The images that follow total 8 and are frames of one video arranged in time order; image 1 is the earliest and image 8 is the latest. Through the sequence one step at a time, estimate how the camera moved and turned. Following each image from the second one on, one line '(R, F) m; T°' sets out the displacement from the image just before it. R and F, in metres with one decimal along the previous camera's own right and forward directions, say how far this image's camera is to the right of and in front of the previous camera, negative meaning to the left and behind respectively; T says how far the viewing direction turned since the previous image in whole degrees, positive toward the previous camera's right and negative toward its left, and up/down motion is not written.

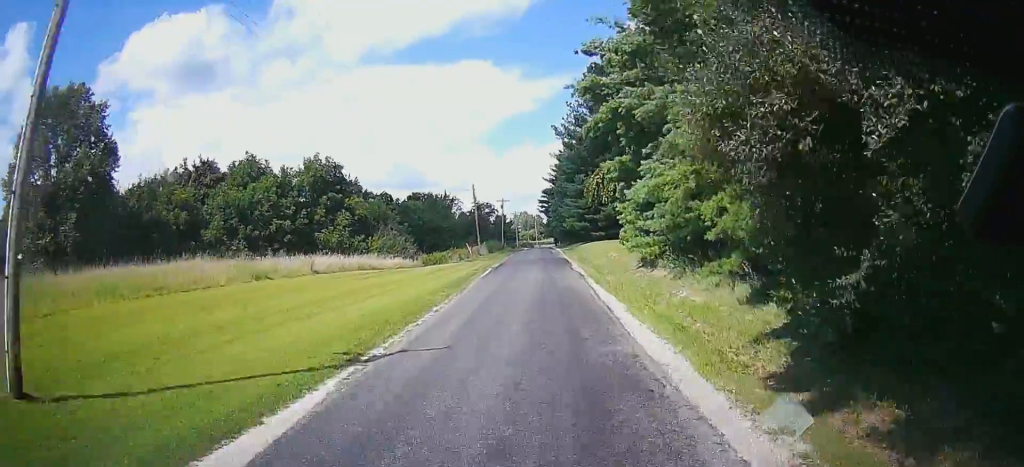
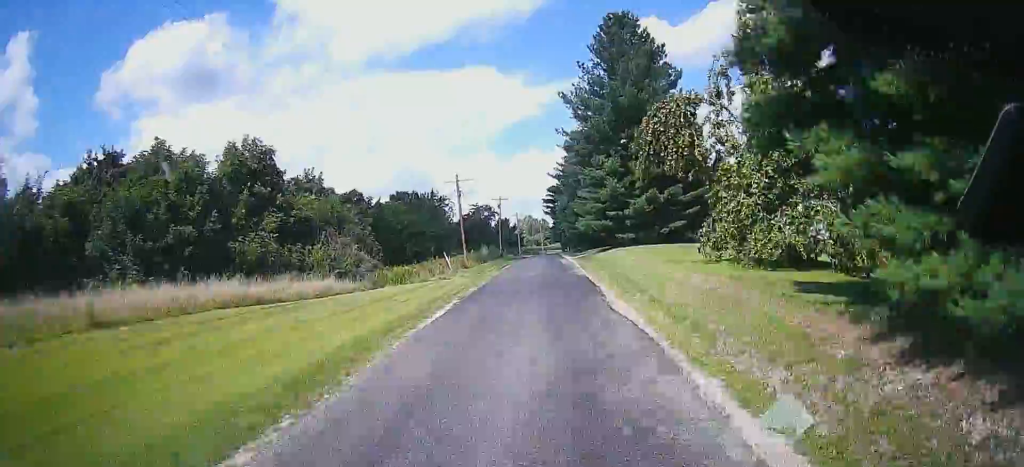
(0.0, +18.5) m; 0°
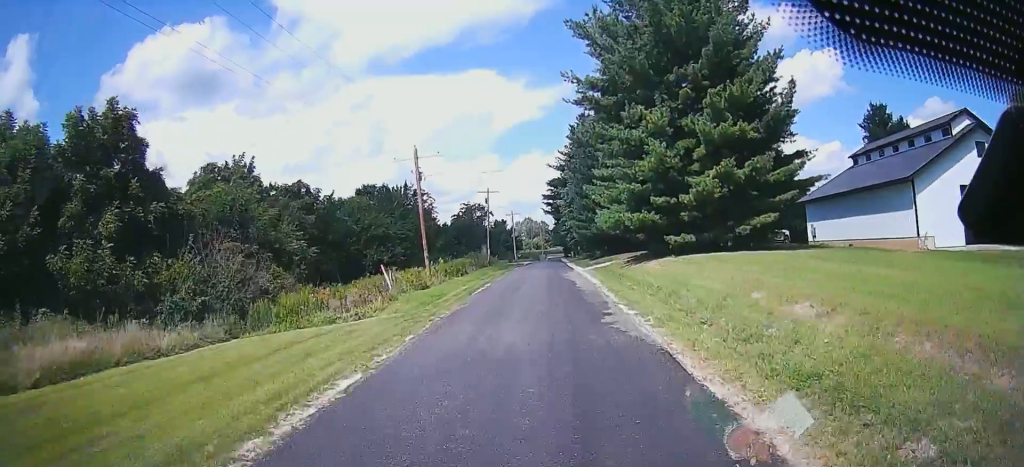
(0.0, +18.6) m; 0°
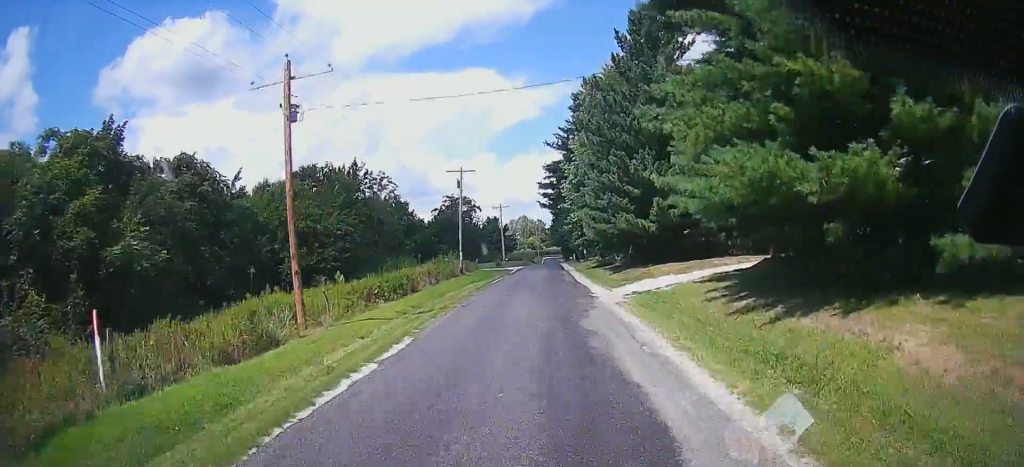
(+0.1, +21.4) m; -1°
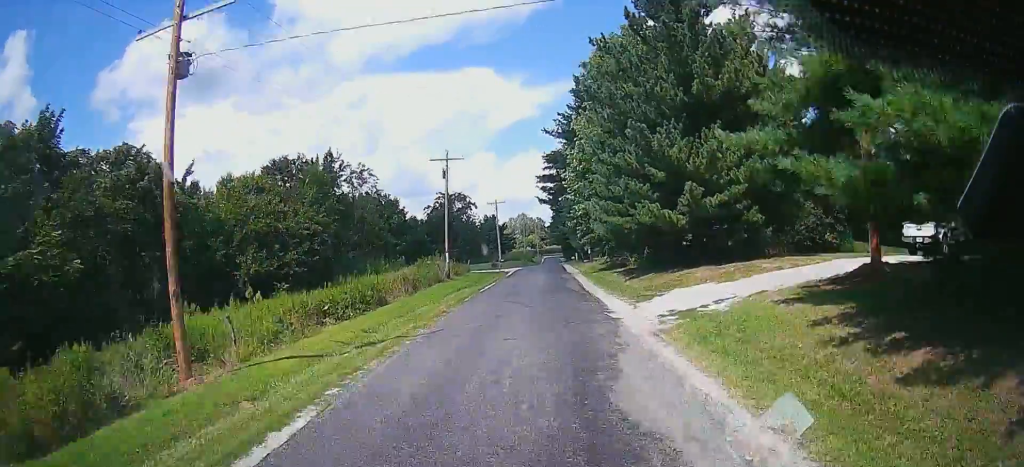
(-0.1, +6.9) m; -1°
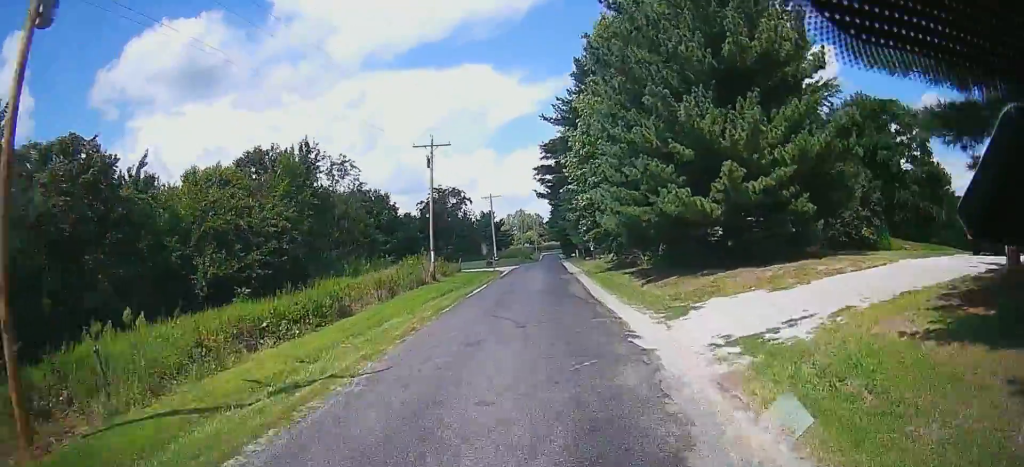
(0.0, +5.2) m; 0°
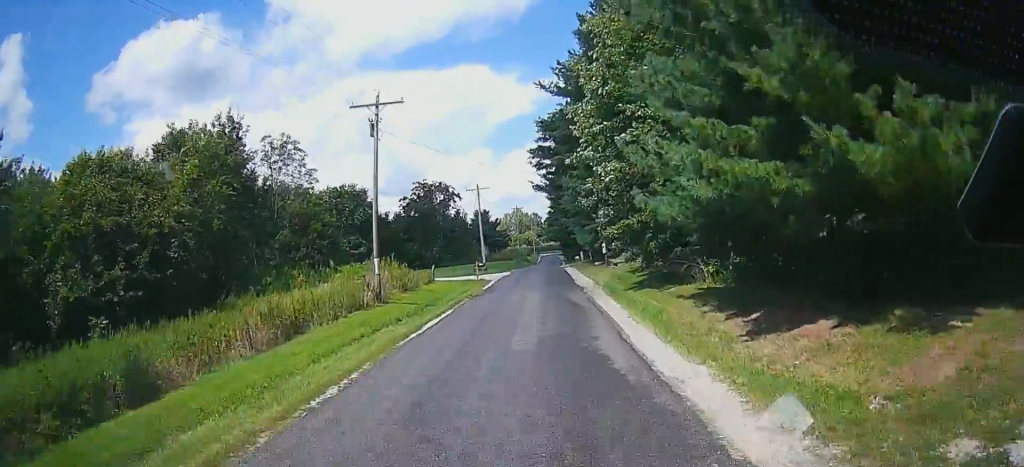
(0.0, +12.2) m; +1°
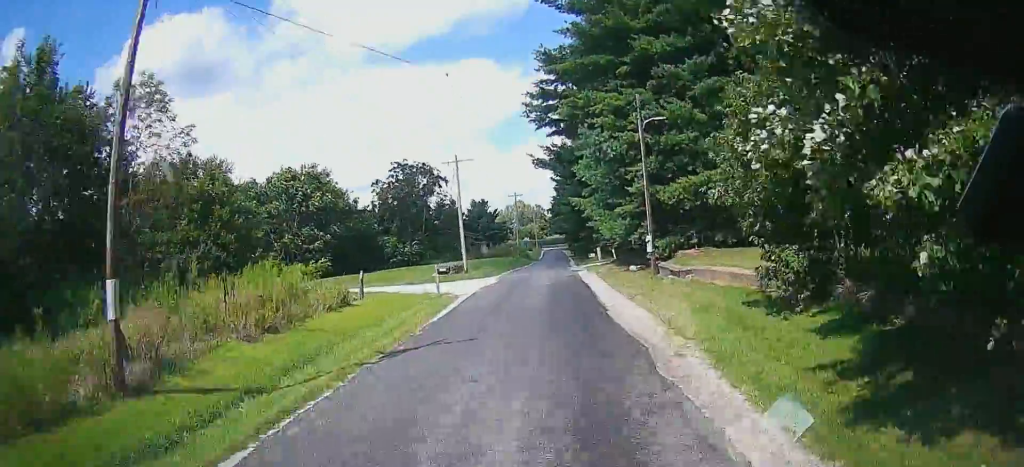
(+0.3, +16.3) m; +1°
